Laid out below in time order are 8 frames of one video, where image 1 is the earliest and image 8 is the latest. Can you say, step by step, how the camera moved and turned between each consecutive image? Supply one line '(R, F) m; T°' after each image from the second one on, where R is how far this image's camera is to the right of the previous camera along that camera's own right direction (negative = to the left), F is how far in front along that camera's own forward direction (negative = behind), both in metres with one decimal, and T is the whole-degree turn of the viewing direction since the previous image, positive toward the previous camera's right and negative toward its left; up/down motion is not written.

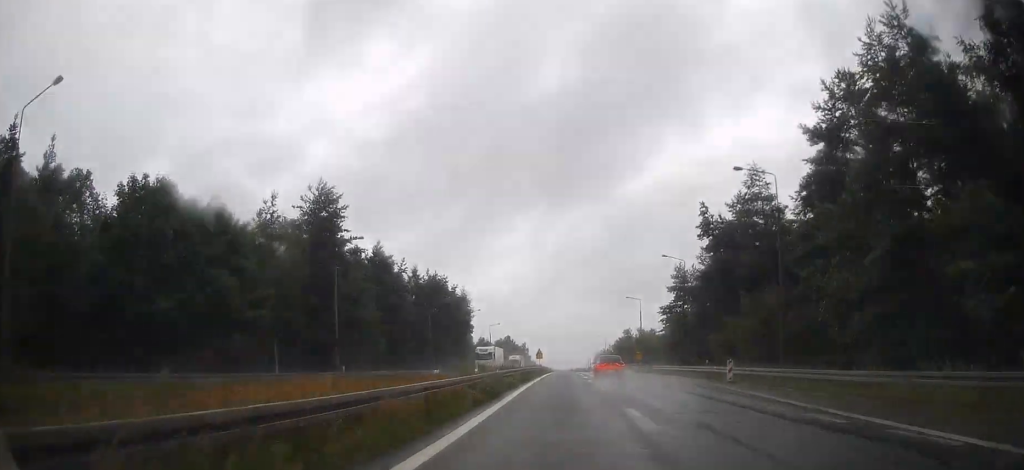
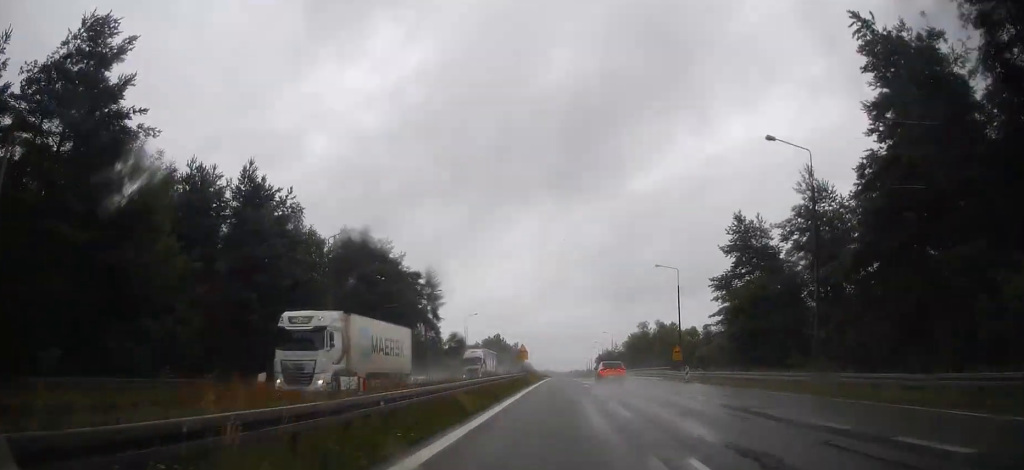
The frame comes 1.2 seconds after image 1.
(0.0, +33.5) m; +1°
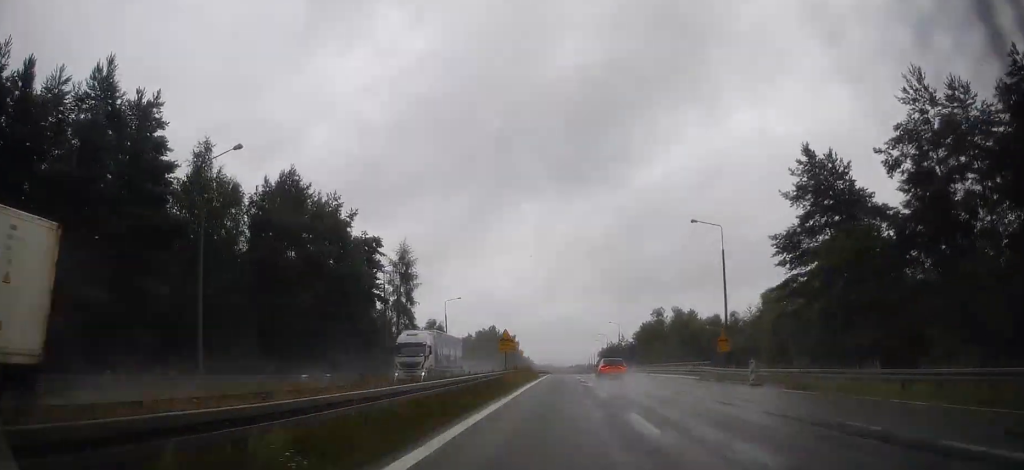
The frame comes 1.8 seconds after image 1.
(+0.3, +17.4) m; 0°
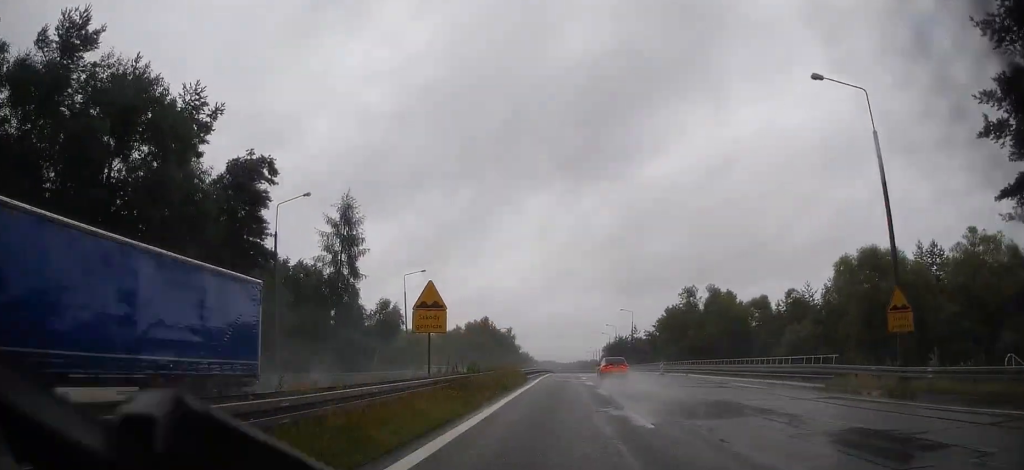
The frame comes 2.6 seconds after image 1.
(0.0, +23.4) m; 0°
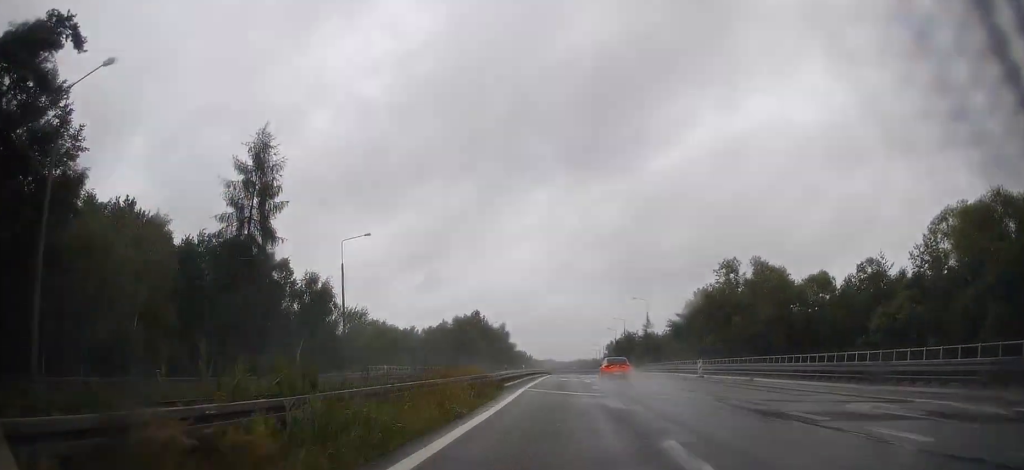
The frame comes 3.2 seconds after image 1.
(-0.2, +18.6) m; 0°
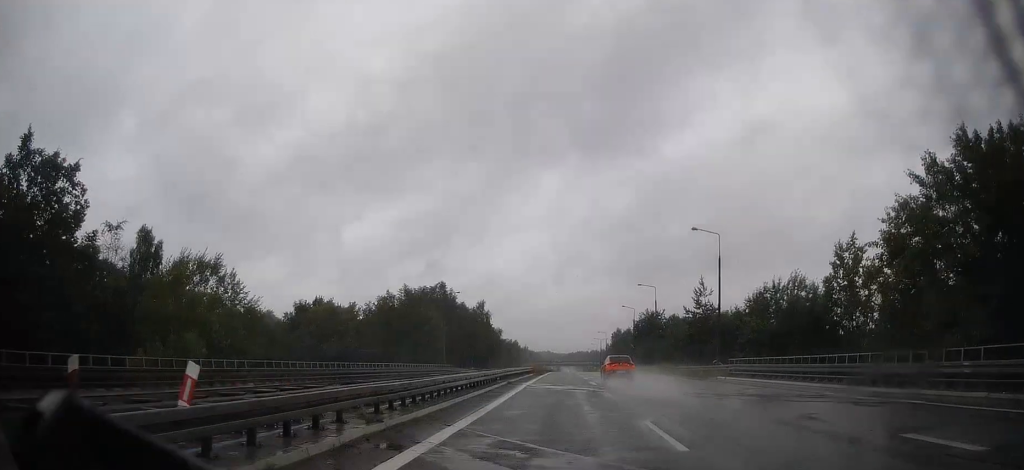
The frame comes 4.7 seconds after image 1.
(+0.7, +45.7) m; +1°
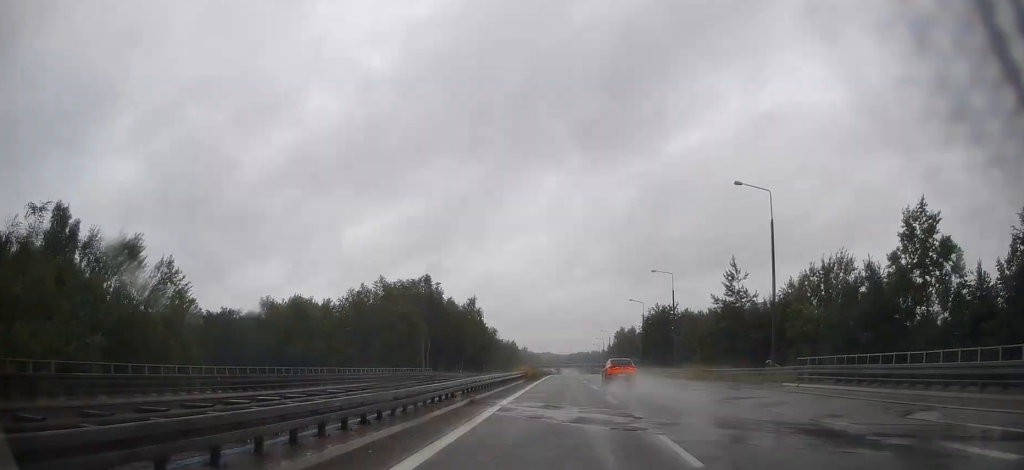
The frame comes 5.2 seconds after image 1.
(0.0, +13.0) m; 0°
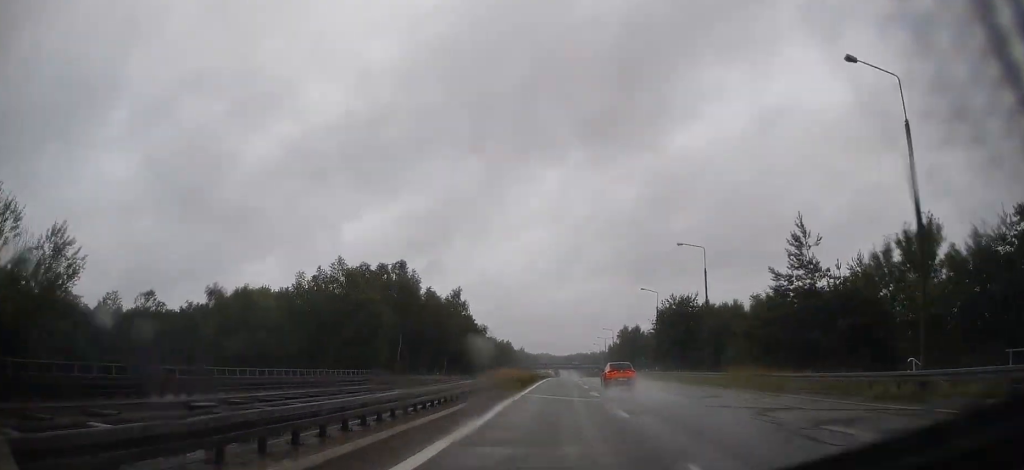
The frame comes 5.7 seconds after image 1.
(0.0, +16.0) m; 0°
